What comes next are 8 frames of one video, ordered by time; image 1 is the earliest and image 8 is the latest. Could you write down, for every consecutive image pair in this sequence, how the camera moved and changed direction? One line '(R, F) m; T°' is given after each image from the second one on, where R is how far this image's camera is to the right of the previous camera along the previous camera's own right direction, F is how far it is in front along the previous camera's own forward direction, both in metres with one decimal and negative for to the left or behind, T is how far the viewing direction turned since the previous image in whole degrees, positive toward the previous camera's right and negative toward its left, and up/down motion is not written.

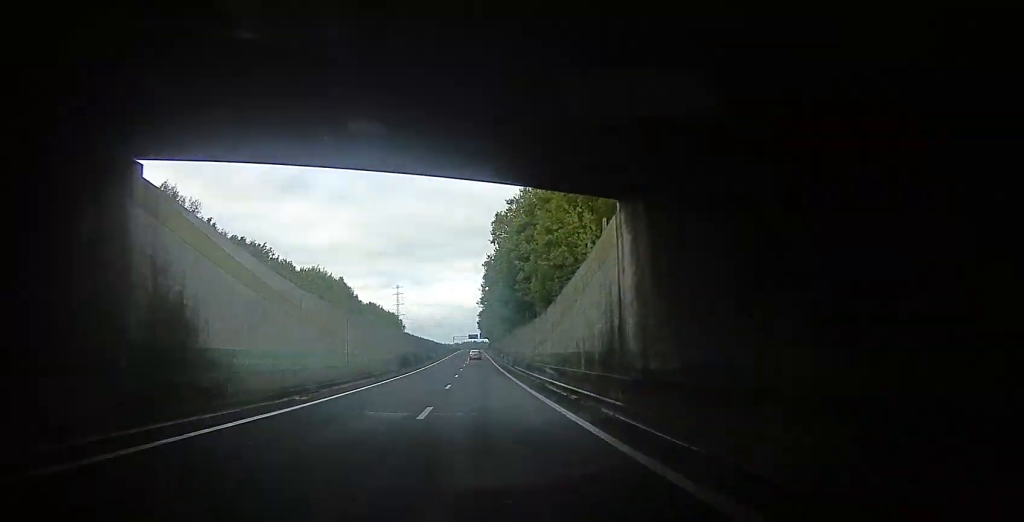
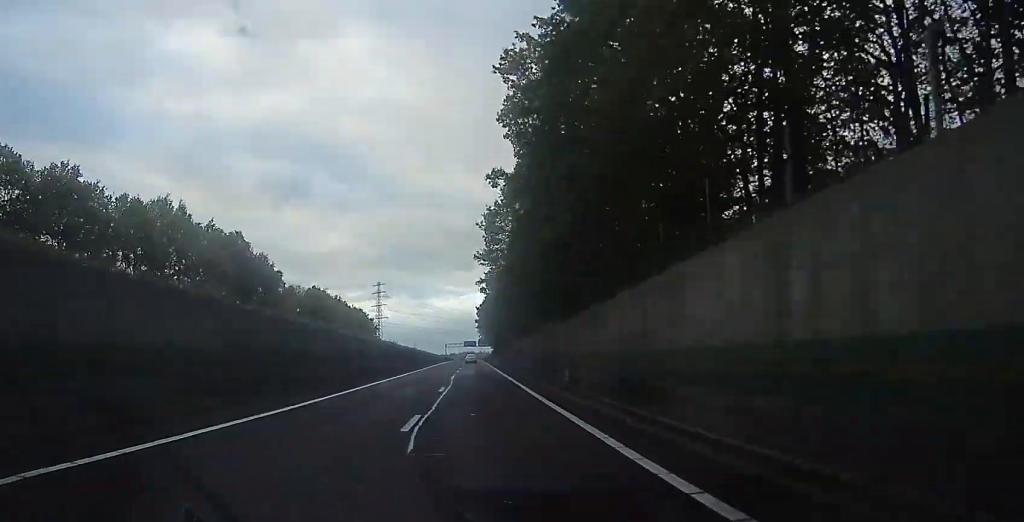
(+1.9, +61.7) m; +2°
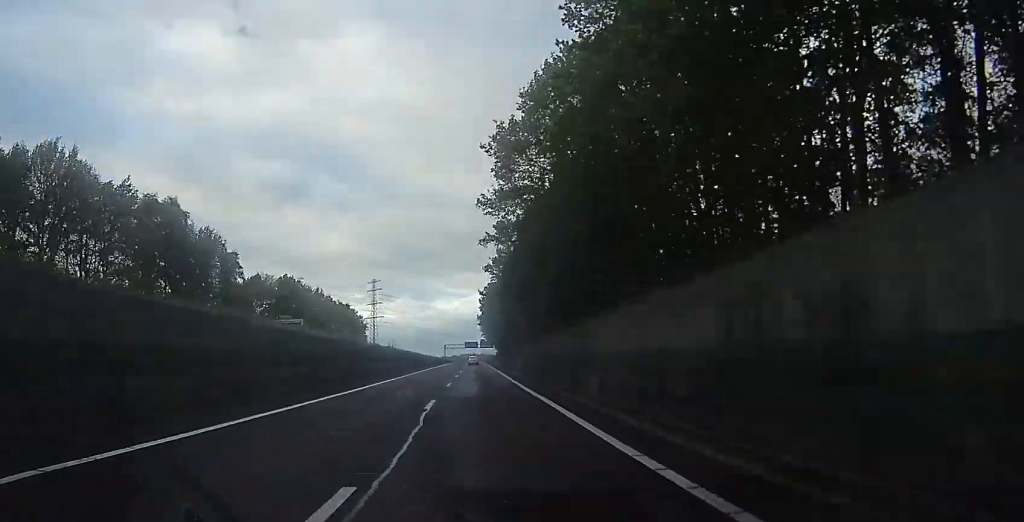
(-0.7, +19.6) m; -1°
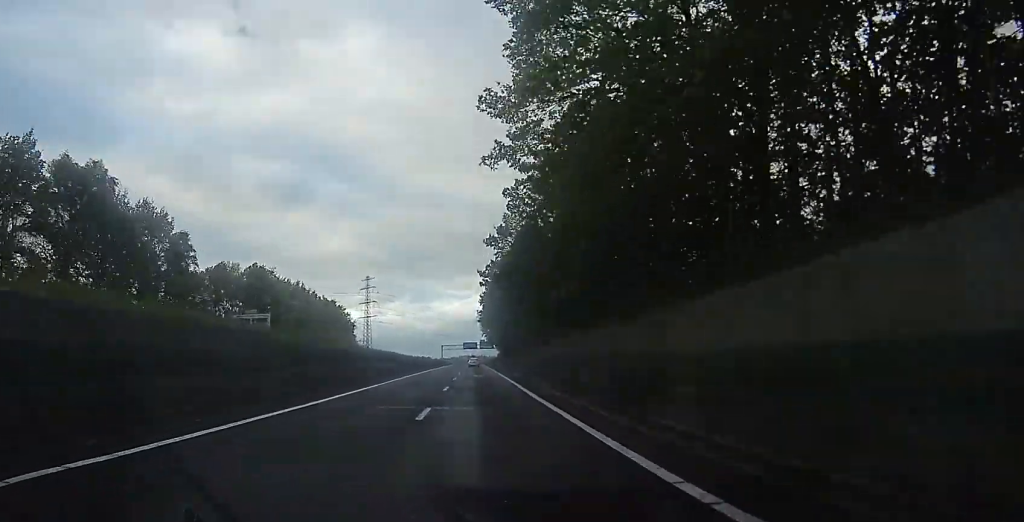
(-0.2, +14.2) m; -1°
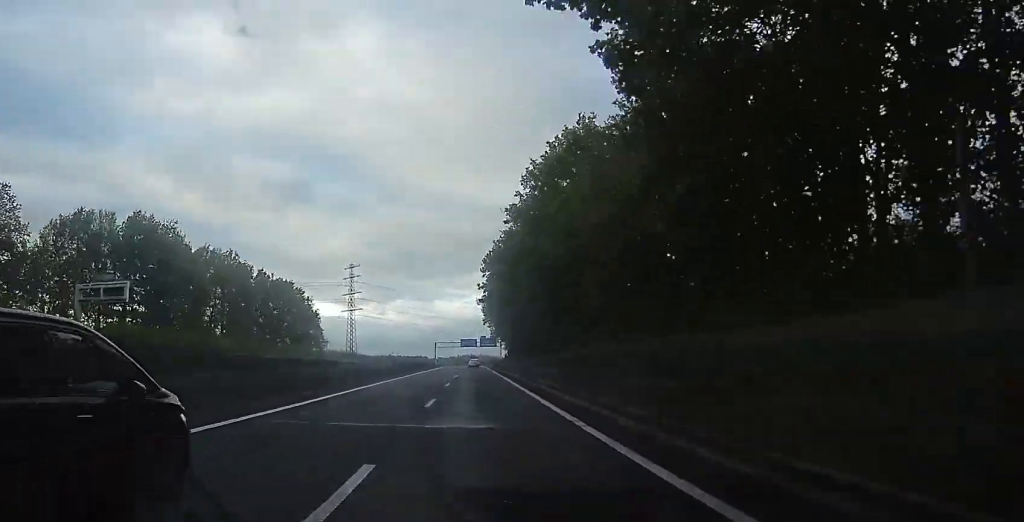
(0.0, +32.5) m; 0°
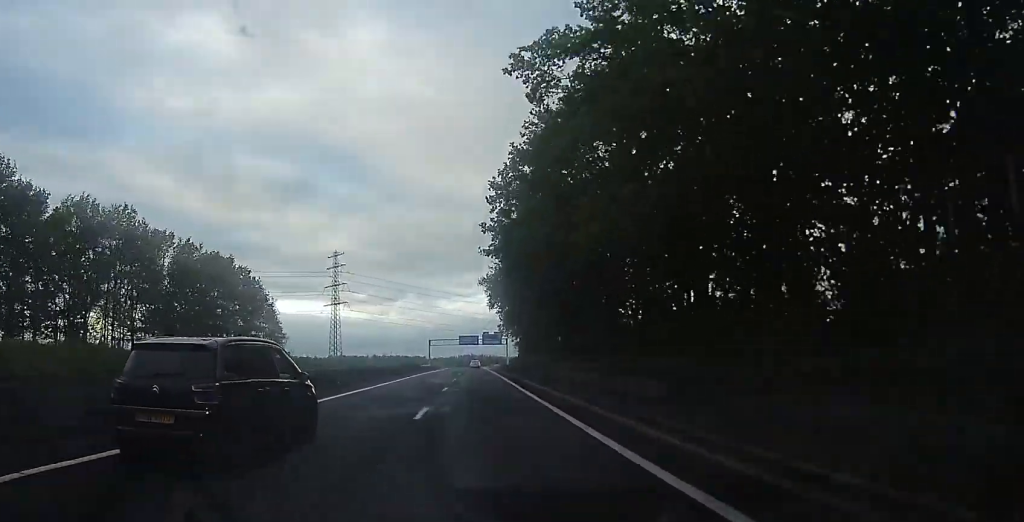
(0.0, +27.2) m; 0°
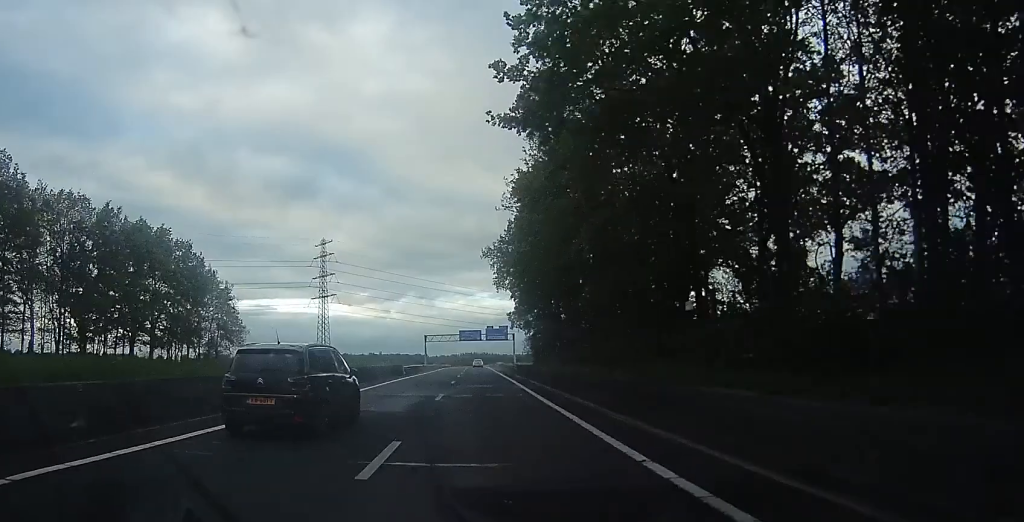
(0.0, +18.4) m; 0°
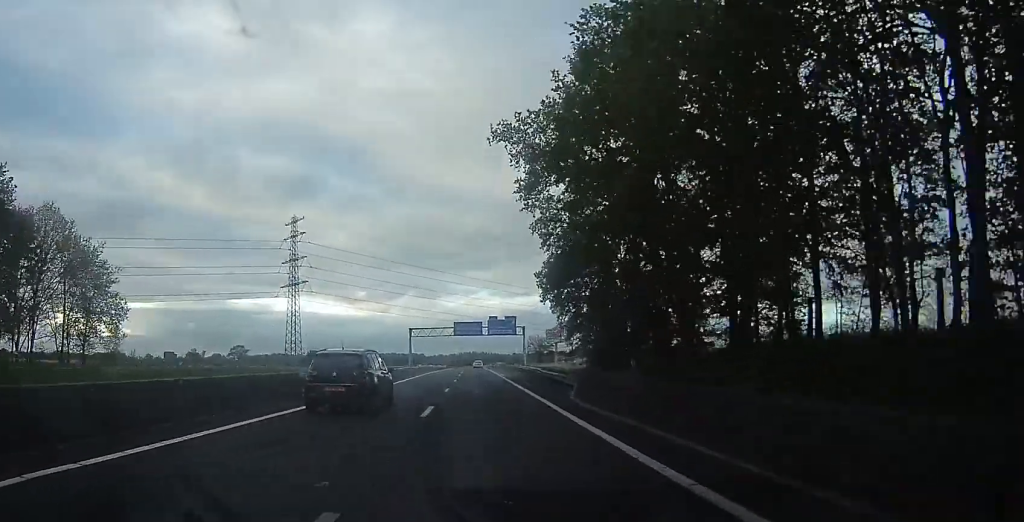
(+0.3, +29.1) m; +2°
